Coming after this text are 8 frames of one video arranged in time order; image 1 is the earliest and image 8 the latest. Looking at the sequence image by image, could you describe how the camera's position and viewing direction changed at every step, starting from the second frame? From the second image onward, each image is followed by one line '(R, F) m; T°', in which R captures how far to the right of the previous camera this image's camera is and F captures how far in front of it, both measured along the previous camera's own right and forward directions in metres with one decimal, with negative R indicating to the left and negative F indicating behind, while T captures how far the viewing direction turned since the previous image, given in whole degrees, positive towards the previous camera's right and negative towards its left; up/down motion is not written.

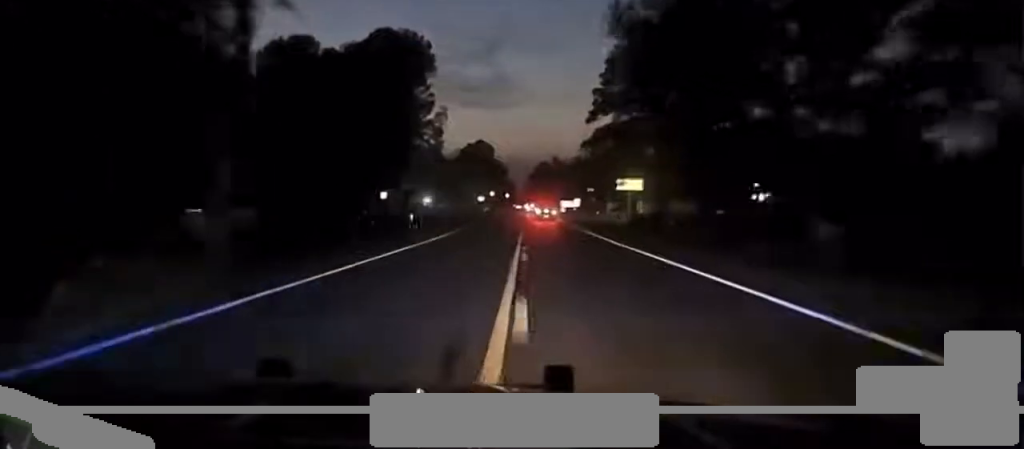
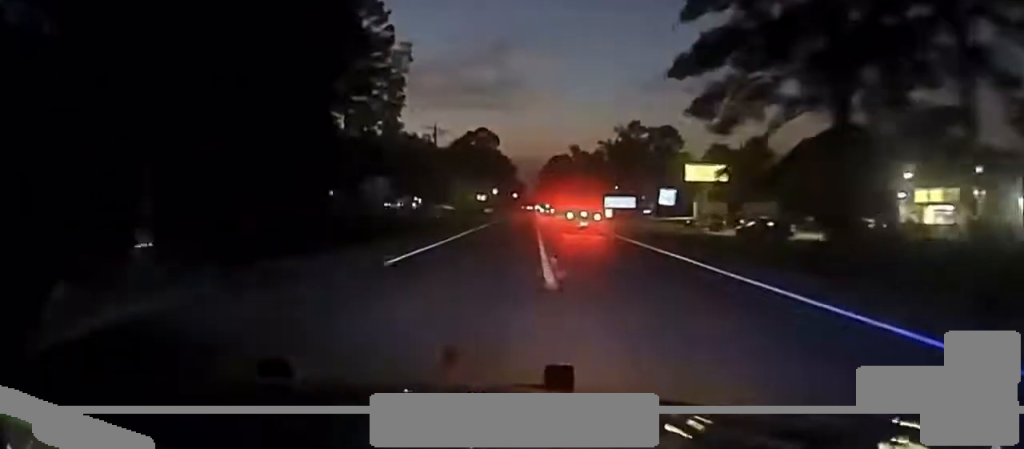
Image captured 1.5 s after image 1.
(-0.4, +69.1) m; -1°
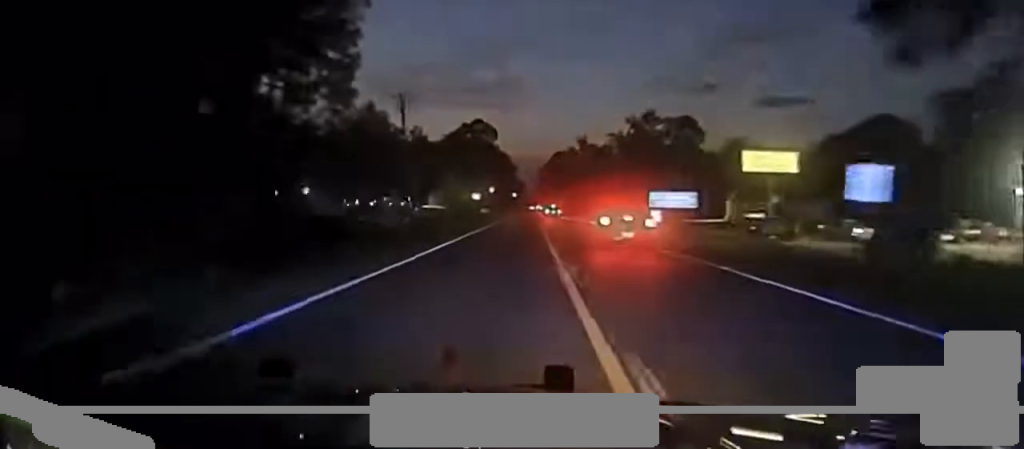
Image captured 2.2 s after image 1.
(-0.1, +28.2) m; 0°
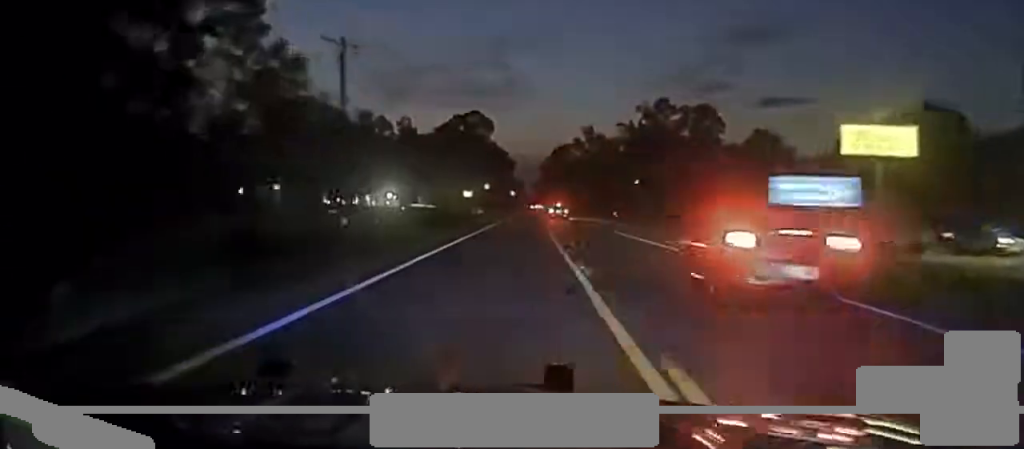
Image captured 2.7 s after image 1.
(+0.1, +25.2) m; 0°
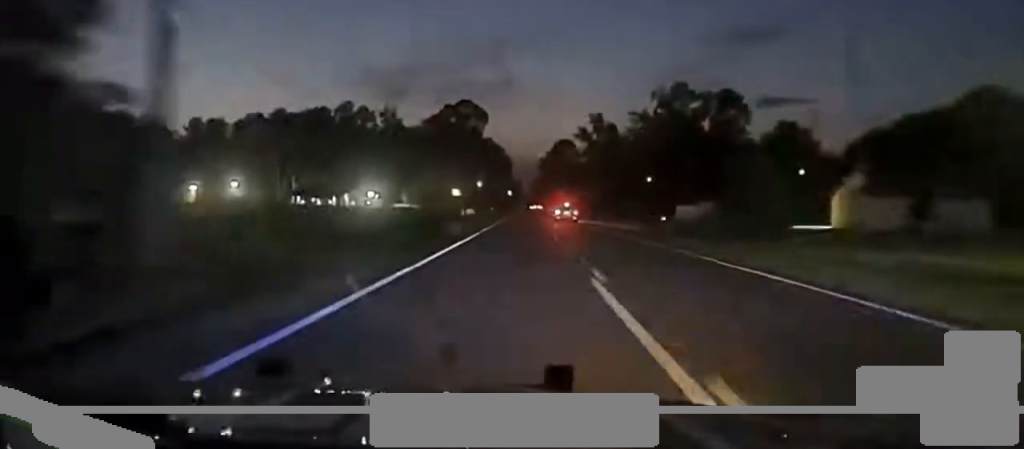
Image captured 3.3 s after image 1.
(0.0, +25.1) m; 0°
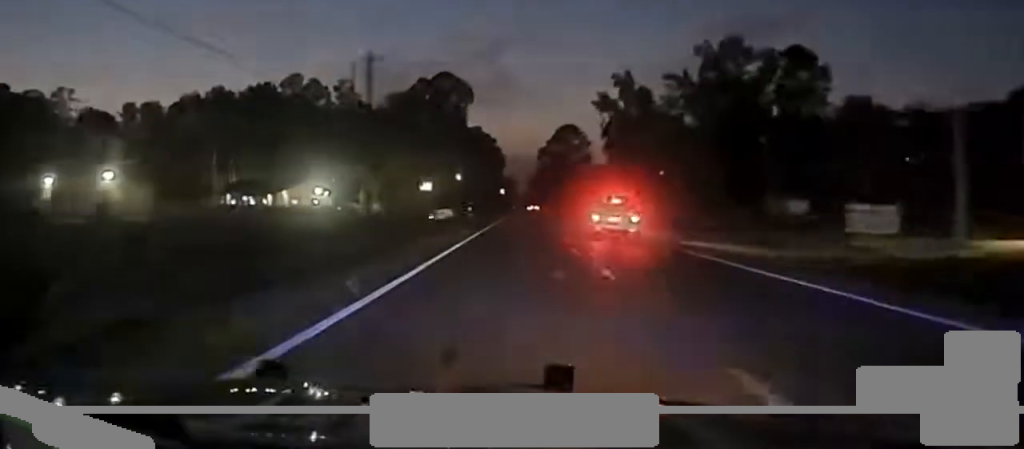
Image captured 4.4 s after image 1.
(-0.1, +46.7) m; 0°
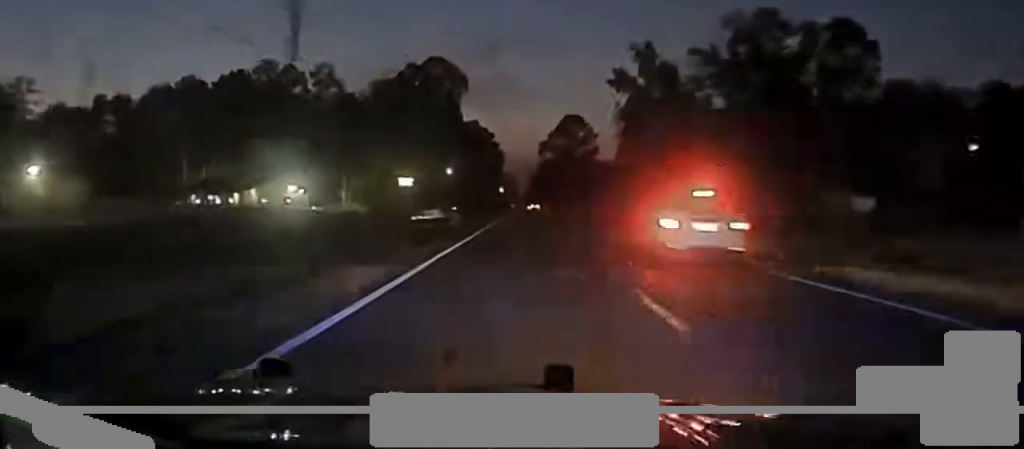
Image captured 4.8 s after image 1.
(-0.1, +17.2) m; 0°
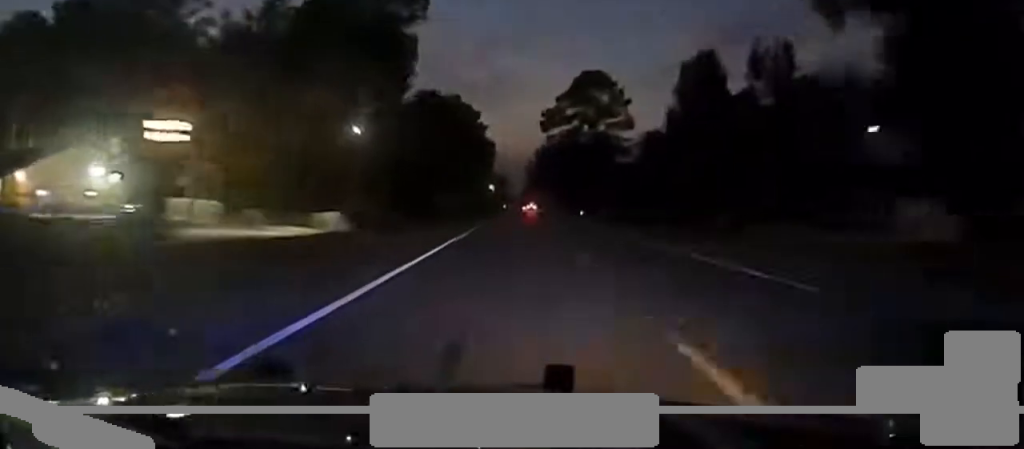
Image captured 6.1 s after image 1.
(+0.3, +59.1) m; +1°
